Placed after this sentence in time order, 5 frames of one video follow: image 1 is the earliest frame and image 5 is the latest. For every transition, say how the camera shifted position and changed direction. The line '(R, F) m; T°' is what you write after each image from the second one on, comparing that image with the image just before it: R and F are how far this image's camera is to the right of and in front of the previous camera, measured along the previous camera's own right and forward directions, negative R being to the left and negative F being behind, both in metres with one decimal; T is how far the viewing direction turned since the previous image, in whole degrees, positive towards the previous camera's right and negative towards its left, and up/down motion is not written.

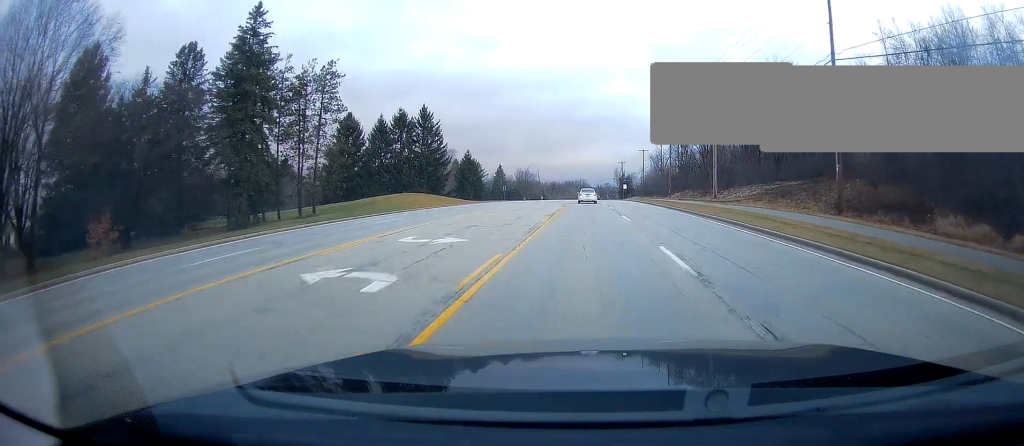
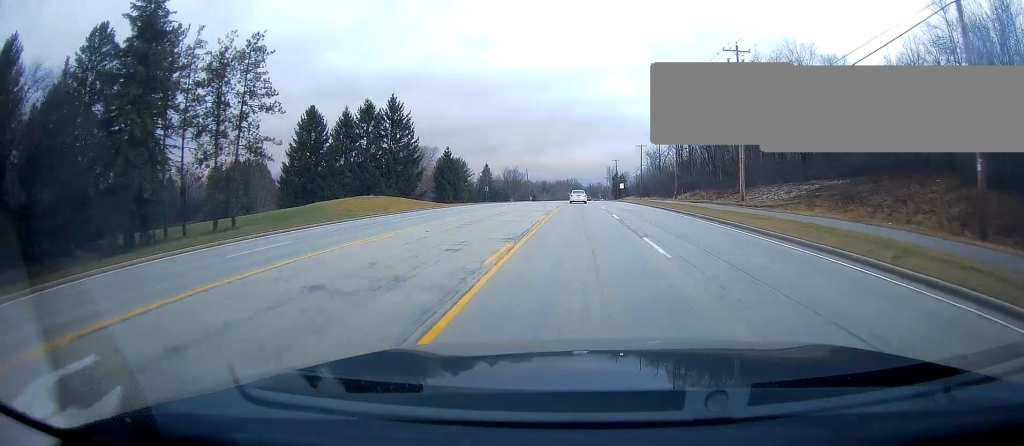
(-0.6, +12.9) m; 0°
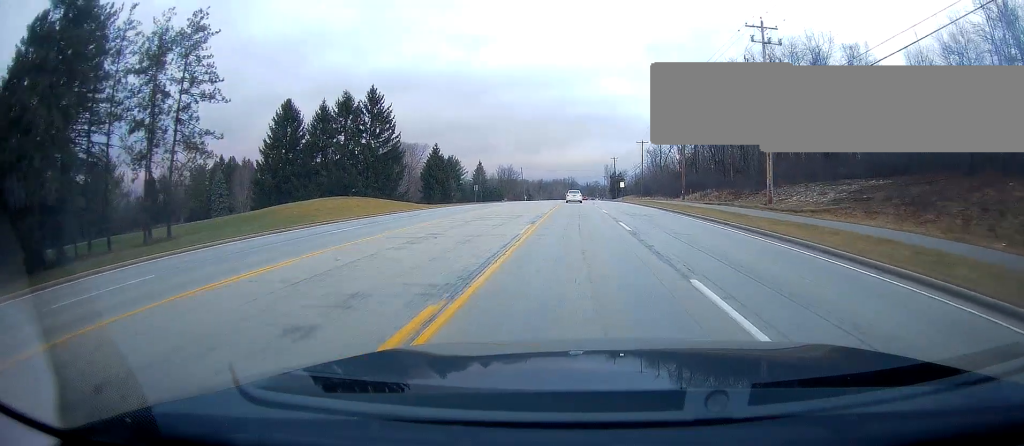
(+0.3, +7.9) m; +1°
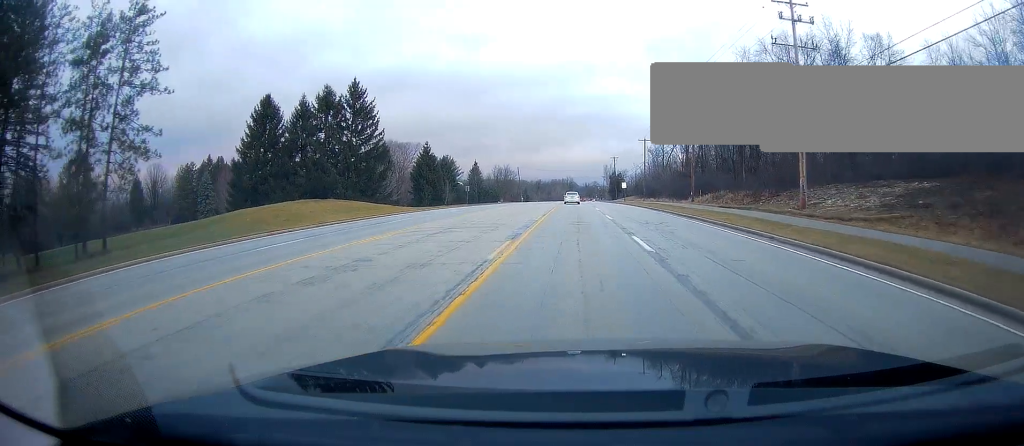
(+0.1, +6.4) m; +1°
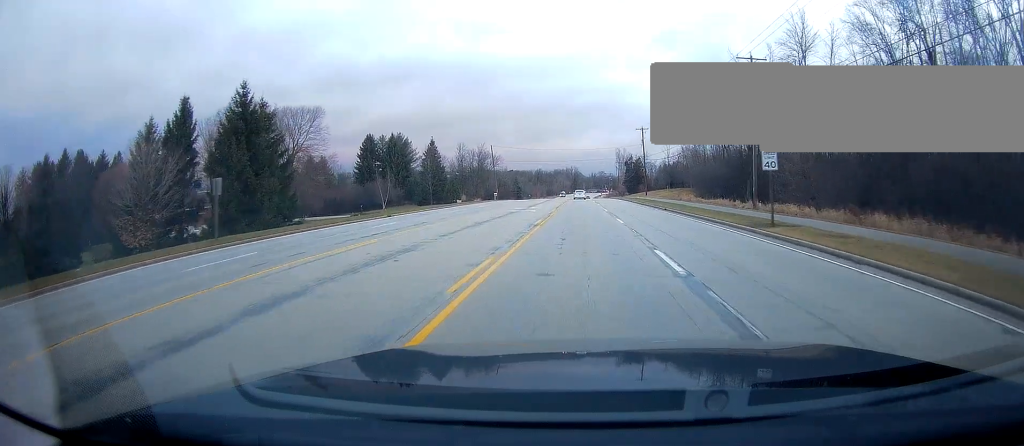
(+0.1, +66.3) m; 0°
